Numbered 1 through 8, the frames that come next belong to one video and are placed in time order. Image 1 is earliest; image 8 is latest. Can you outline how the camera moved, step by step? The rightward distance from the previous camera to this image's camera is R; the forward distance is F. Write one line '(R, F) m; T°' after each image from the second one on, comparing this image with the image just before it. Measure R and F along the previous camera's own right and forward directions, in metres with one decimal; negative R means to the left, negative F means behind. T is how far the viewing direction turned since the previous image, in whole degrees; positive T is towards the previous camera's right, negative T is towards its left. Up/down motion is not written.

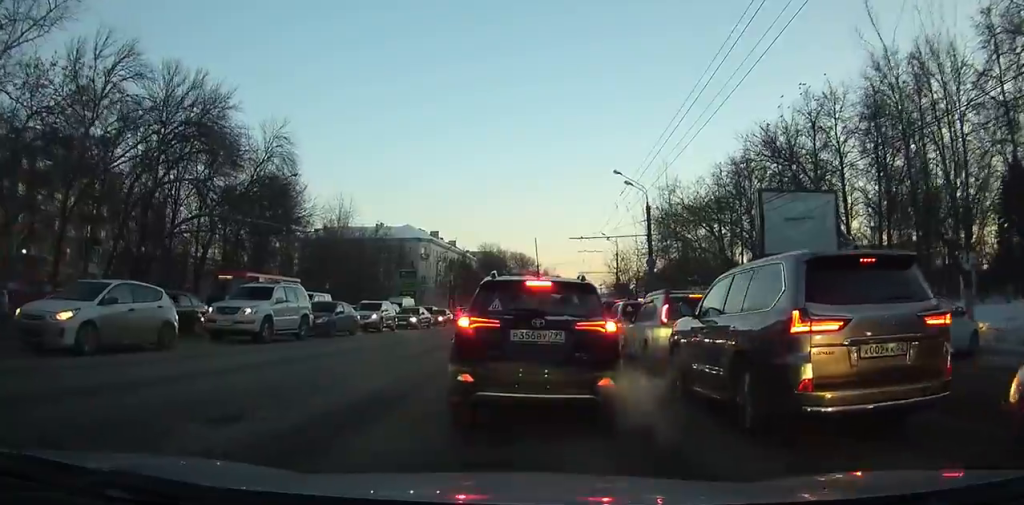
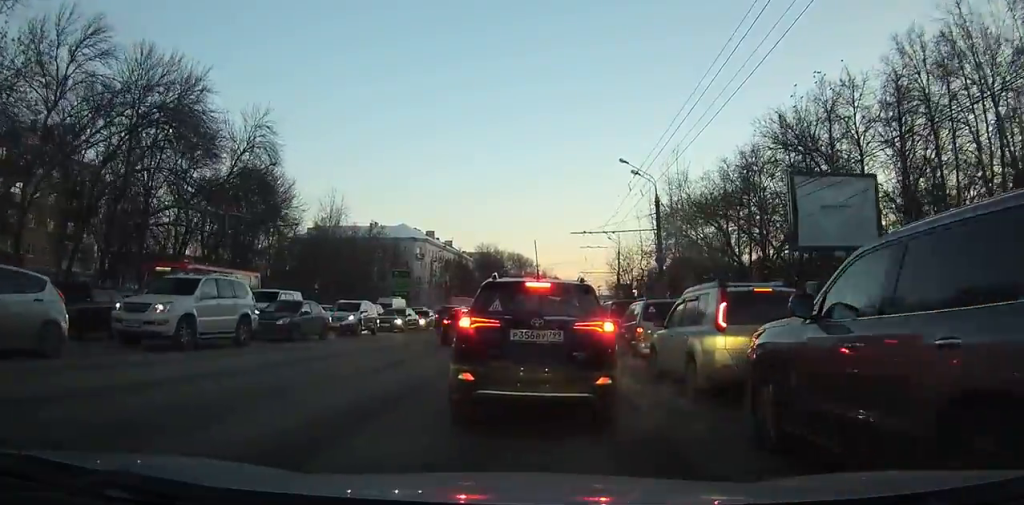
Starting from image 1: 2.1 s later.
(-0.1, +3.4) m; -2°
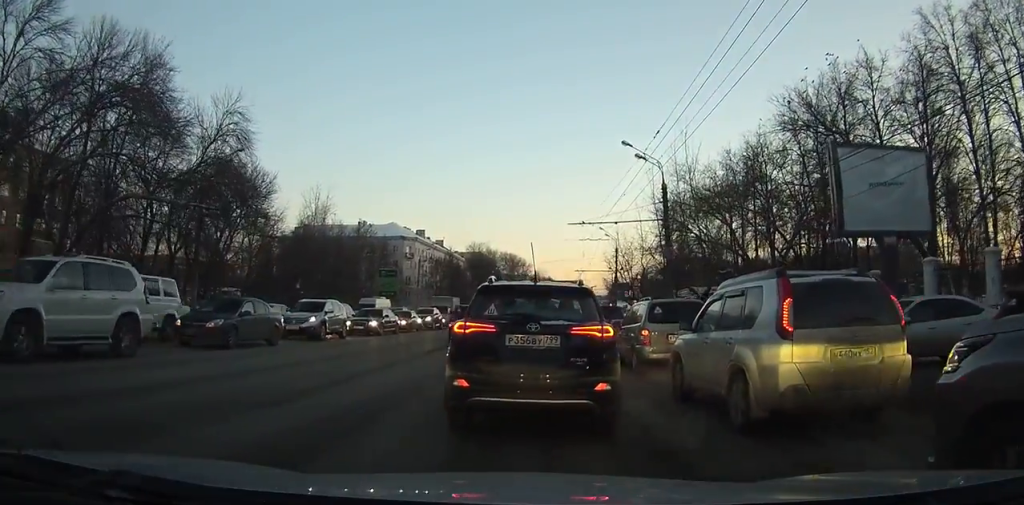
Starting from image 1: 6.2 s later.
(-0.2, +8.3) m; +2°
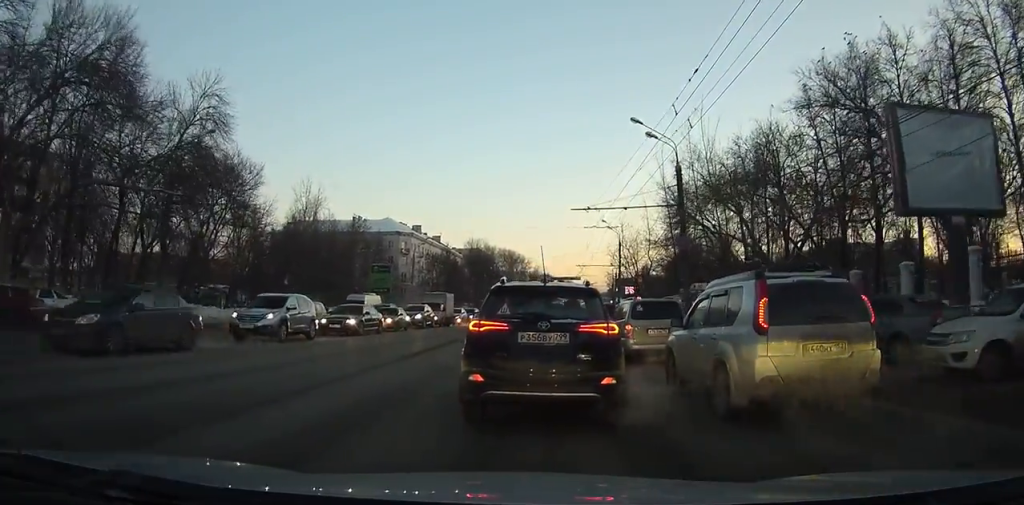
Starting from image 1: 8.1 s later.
(+0.2, +5.5) m; +3°
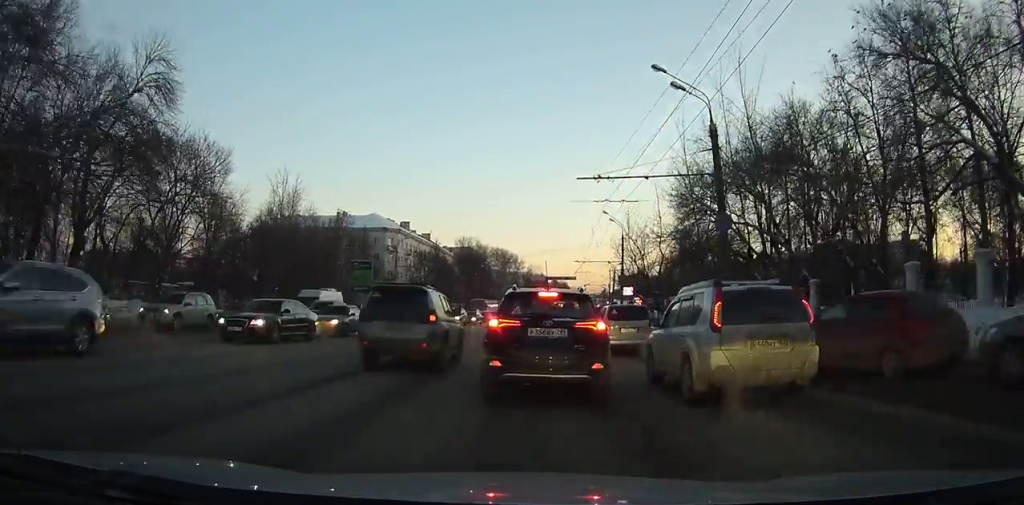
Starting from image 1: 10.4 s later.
(+0.2, +7.6) m; +2°
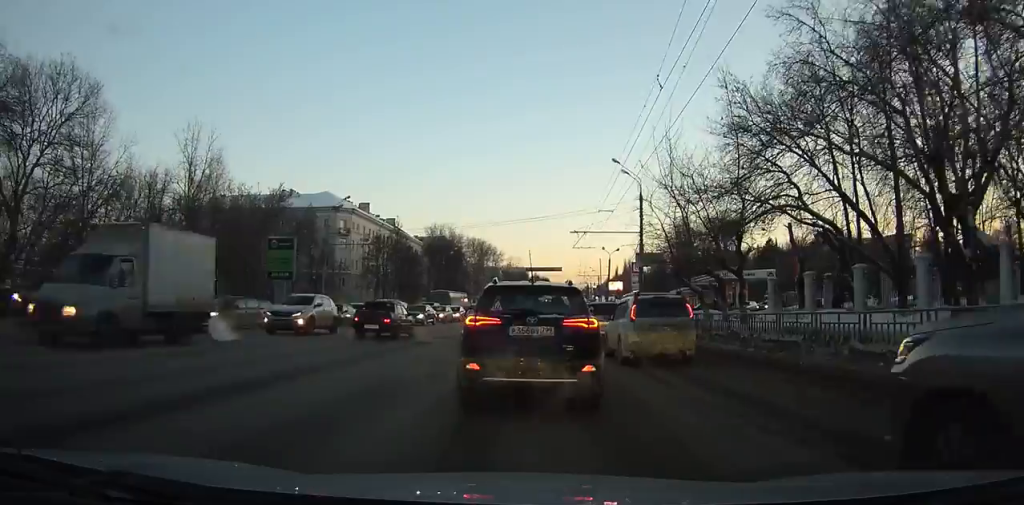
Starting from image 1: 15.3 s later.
(+0.4, +19.2) m; +1°
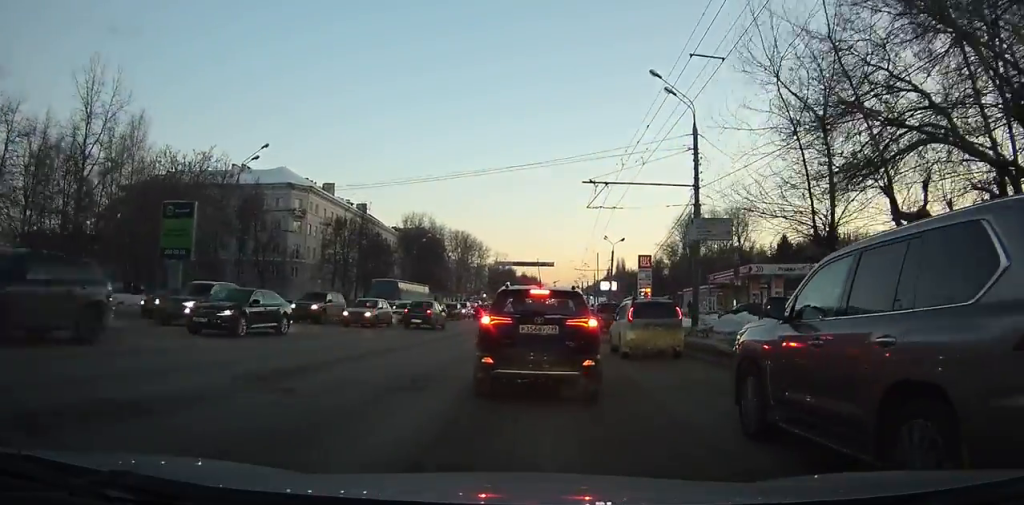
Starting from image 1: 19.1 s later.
(+0.1, +15.4) m; +2°
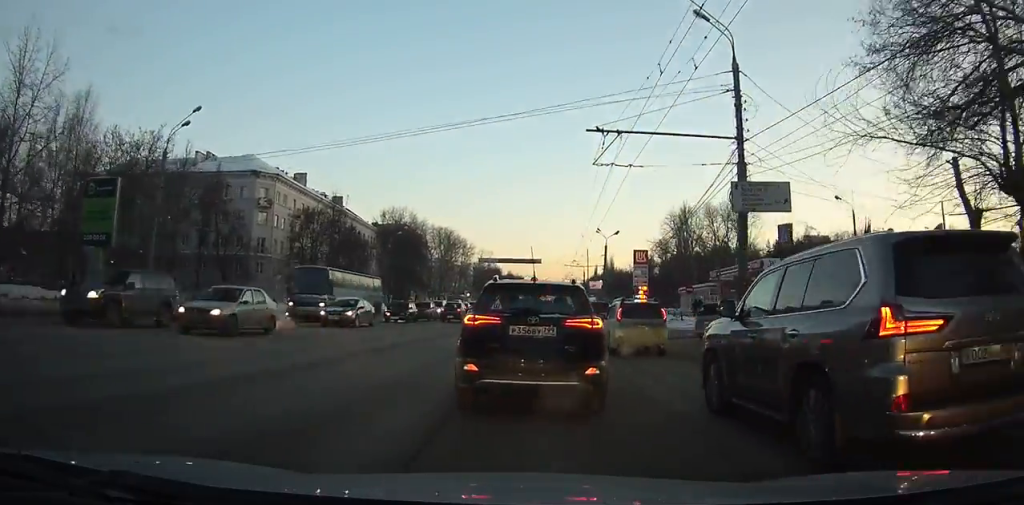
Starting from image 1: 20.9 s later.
(+0.2, +6.9) m; +1°
